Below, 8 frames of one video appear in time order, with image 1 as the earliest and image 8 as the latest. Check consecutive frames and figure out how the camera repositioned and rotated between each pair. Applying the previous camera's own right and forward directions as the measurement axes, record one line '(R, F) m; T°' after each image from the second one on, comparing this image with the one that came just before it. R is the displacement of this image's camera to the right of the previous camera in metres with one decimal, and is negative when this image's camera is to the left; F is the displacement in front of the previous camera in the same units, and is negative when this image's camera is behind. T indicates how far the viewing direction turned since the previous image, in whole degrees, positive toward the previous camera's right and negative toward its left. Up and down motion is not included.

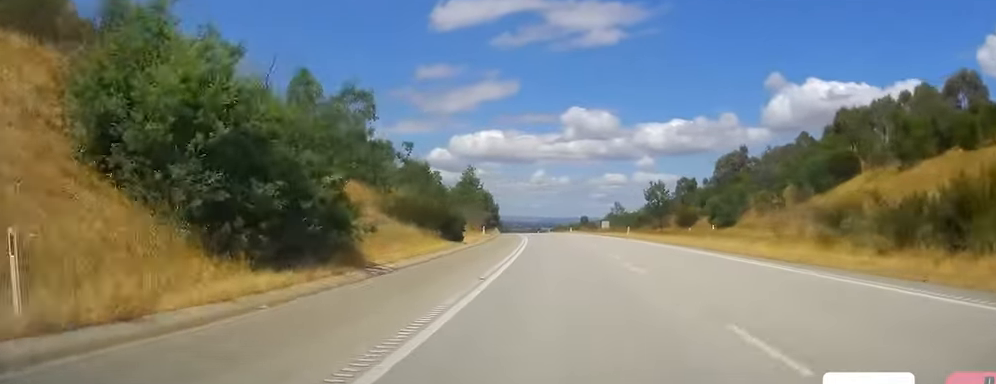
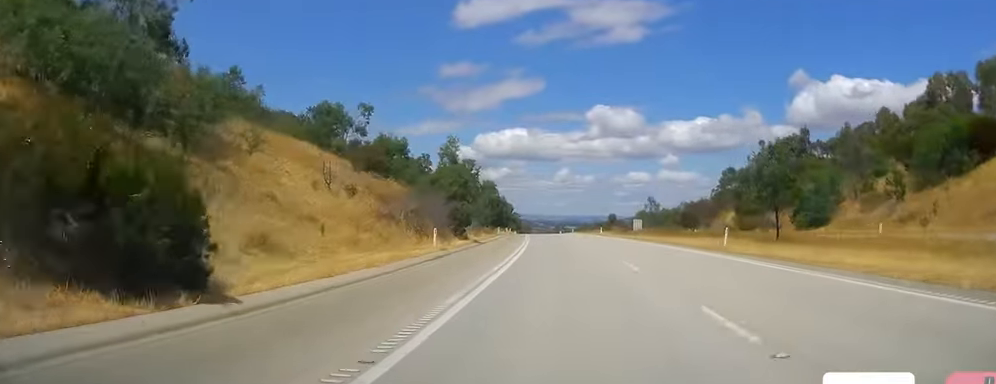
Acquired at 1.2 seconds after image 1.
(+0.2, +33.9) m; -1°
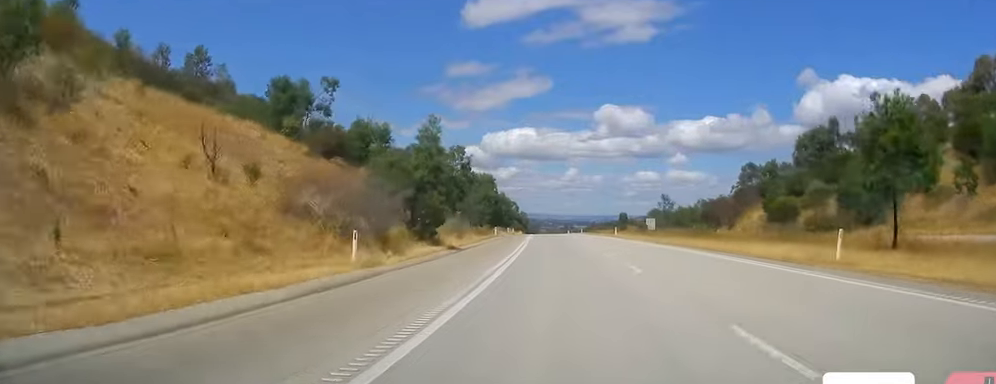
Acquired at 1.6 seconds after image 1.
(-0.2, +13.5) m; -1°
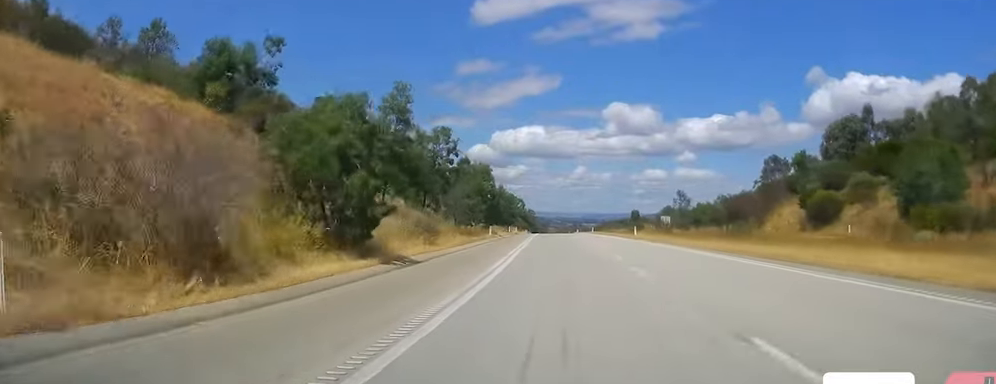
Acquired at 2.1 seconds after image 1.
(-0.5, +13.6) m; -1°
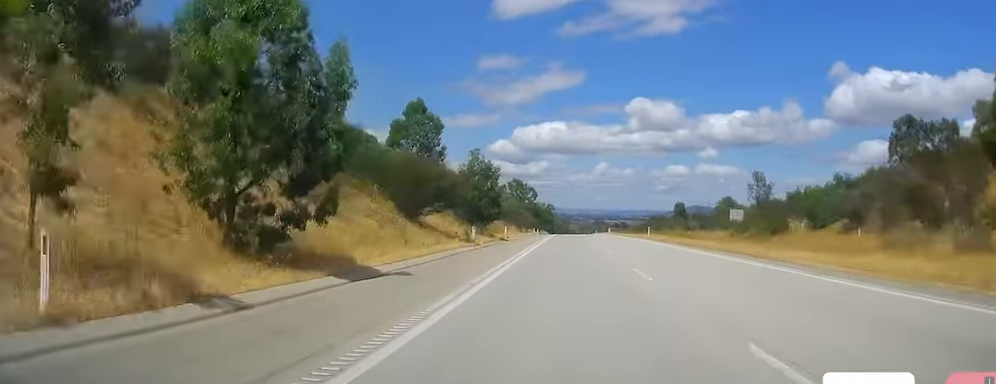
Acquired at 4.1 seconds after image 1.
(-1.6, +59.1) m; -3°
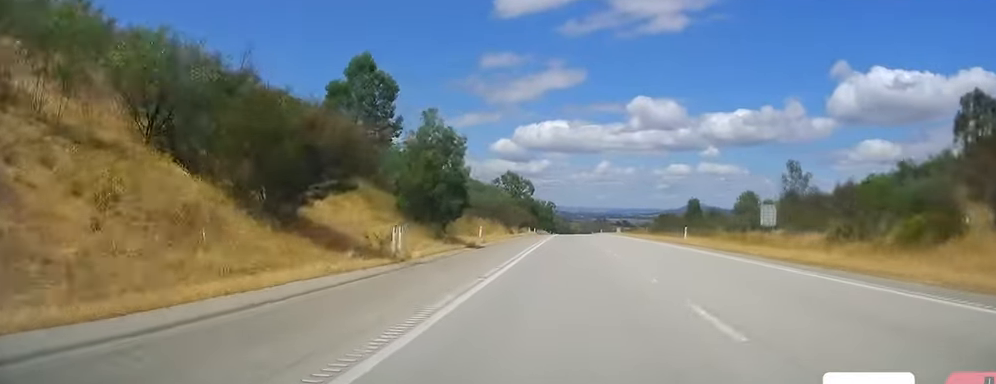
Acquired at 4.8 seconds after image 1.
(0.0, +20.4) m; 0°
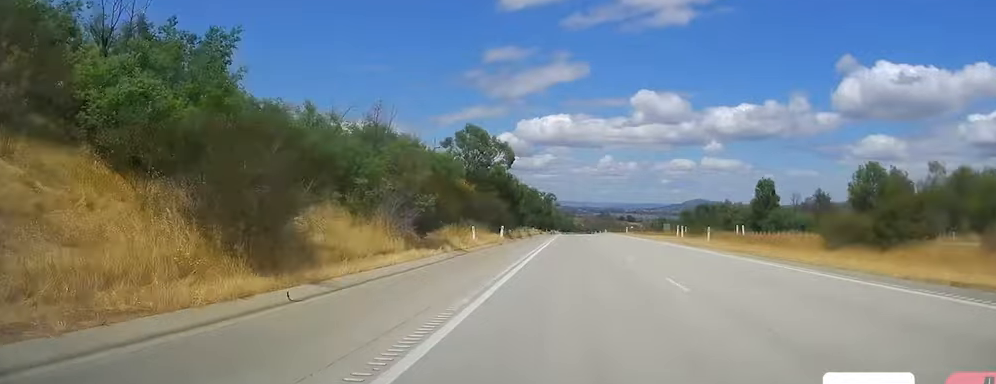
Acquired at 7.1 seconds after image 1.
(+0.6, +65.9) m; 0°
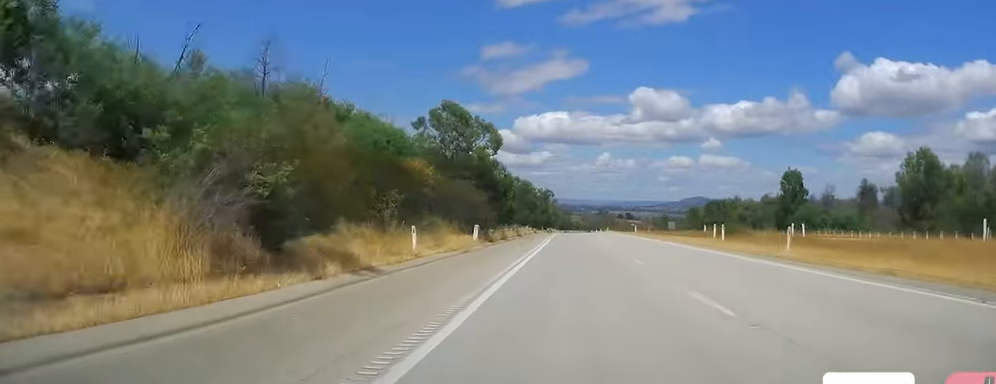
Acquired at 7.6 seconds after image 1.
(-0.2, +15.5) m; -1°
